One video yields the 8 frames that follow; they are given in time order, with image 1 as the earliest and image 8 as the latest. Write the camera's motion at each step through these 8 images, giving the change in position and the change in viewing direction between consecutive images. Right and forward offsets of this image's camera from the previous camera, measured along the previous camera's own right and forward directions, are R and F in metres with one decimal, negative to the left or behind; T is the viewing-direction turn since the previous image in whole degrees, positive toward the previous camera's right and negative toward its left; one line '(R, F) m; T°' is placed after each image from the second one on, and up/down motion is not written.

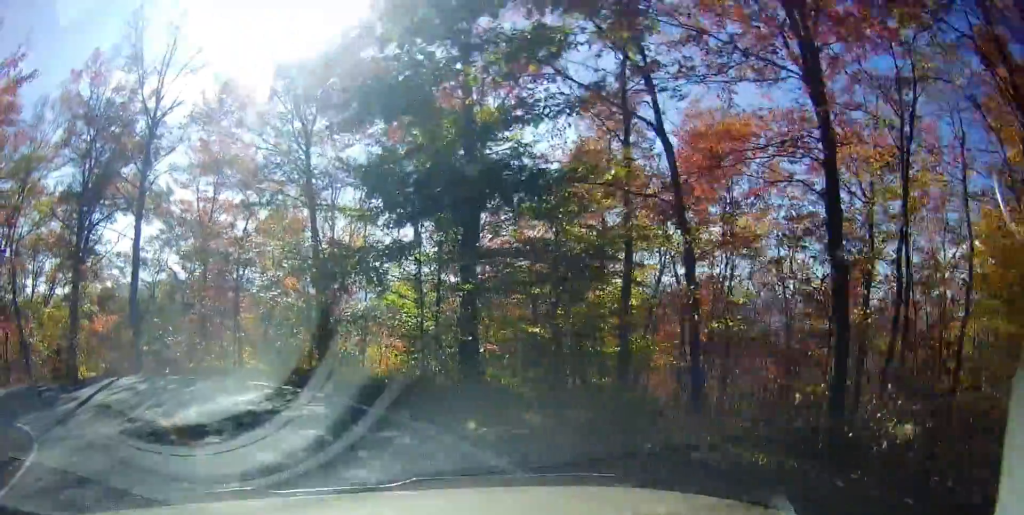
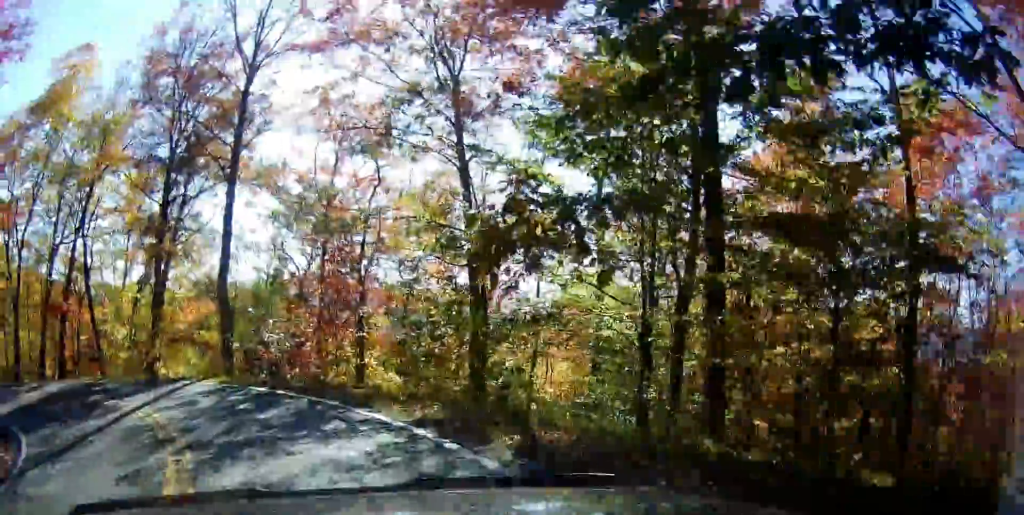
(-0.4, +5.6) m; -15°
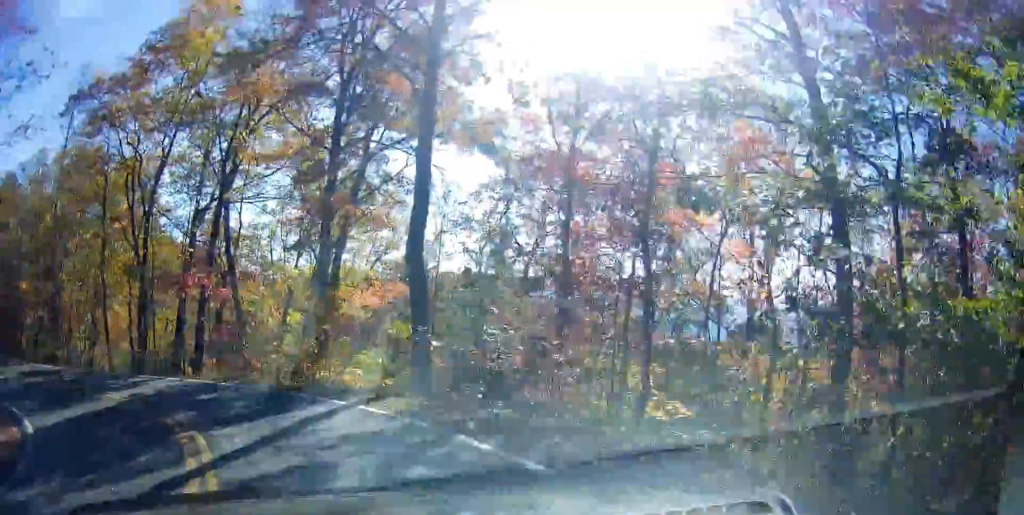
(-1.4, +6.7) m; -20°
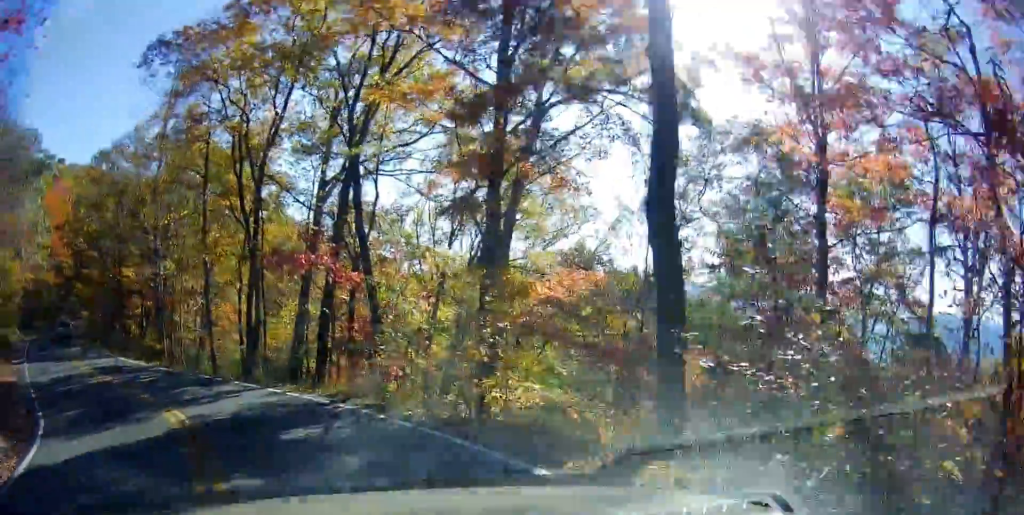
(-0.5, +4.9) m; -13°
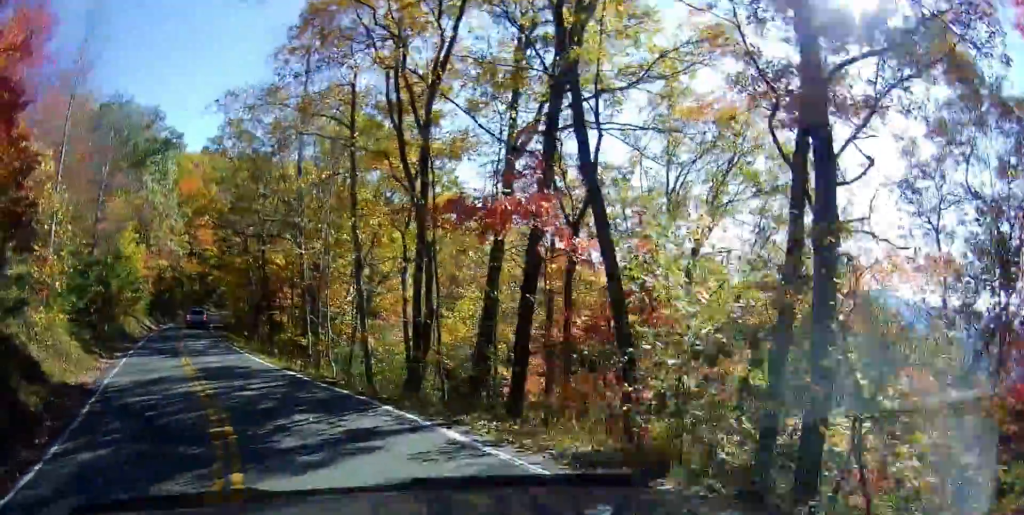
(-0.9, +5.8) m; -10°
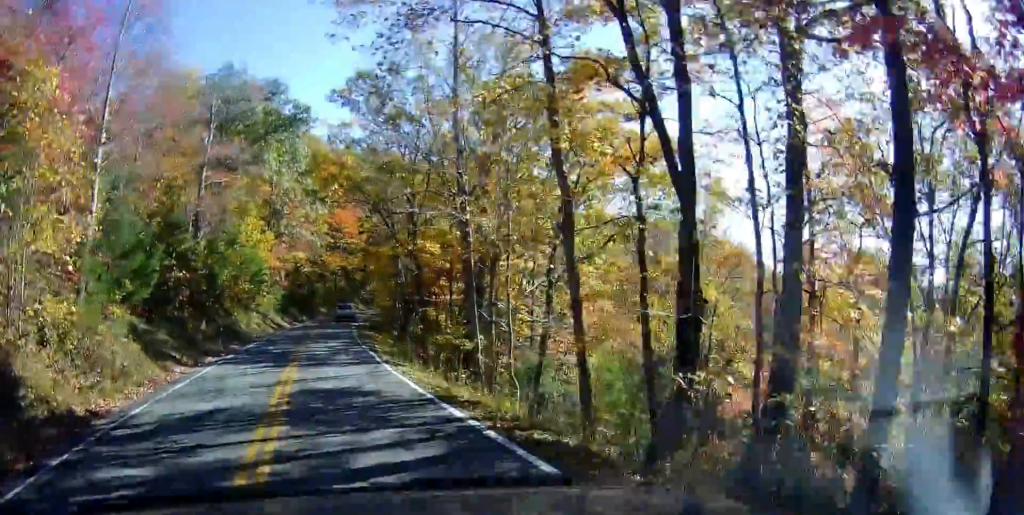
(-0.3, +7.4) m; -9°
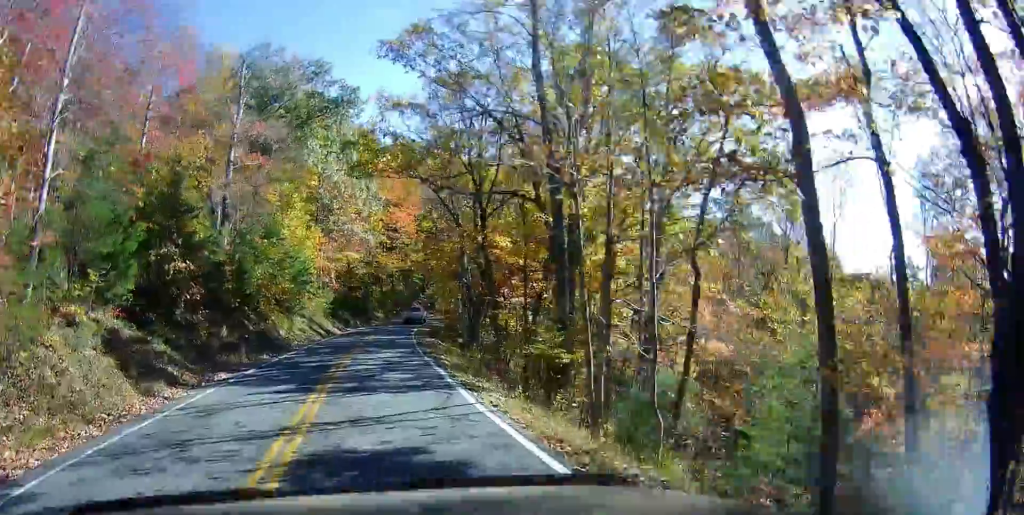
(-0.3, +5.5) m; -9°
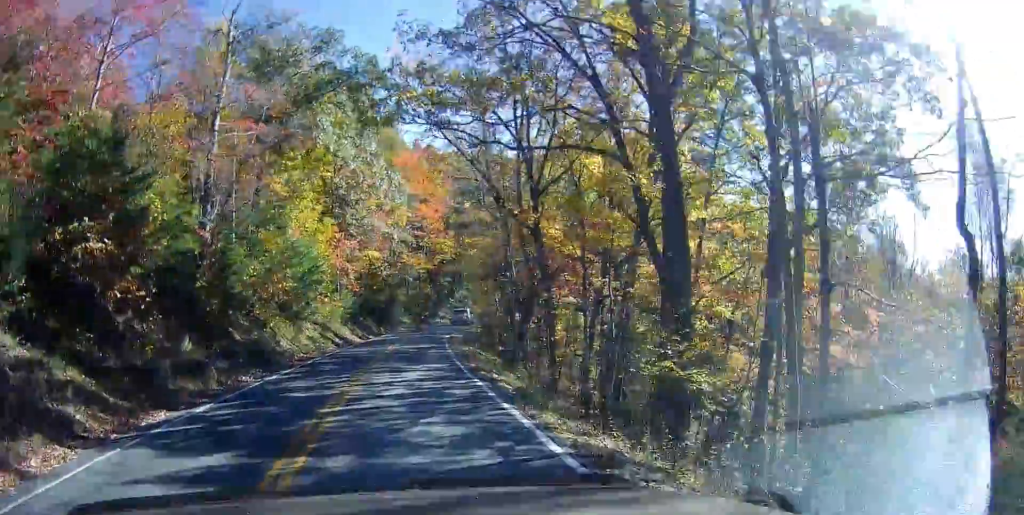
(-0.7, +7.1) m; -6°
